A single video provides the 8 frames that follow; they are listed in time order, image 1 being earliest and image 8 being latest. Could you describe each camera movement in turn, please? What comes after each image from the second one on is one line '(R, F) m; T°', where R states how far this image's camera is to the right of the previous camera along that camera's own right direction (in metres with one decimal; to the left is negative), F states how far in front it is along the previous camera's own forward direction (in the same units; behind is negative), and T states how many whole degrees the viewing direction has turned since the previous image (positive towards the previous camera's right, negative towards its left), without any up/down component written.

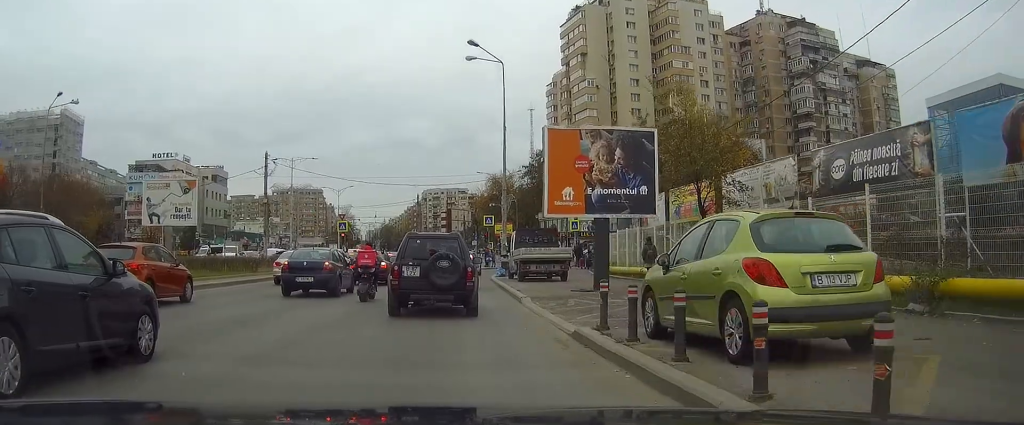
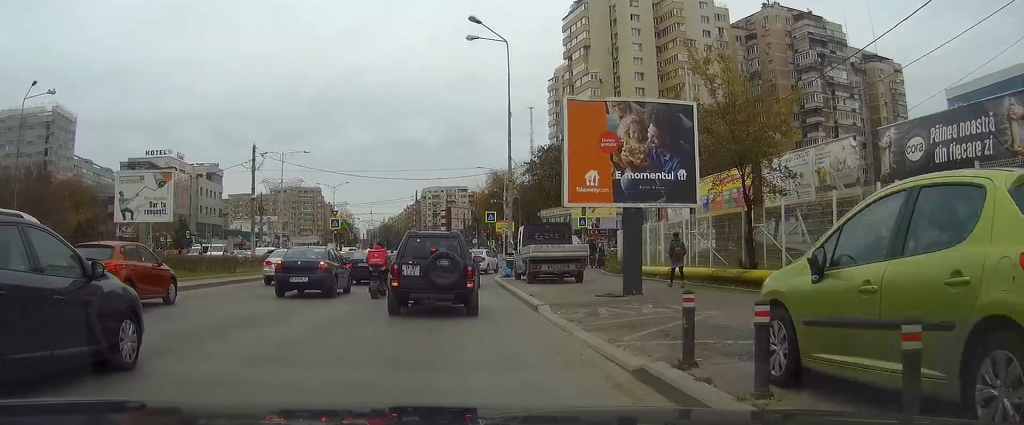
(0.0, +3.8) m; 0°
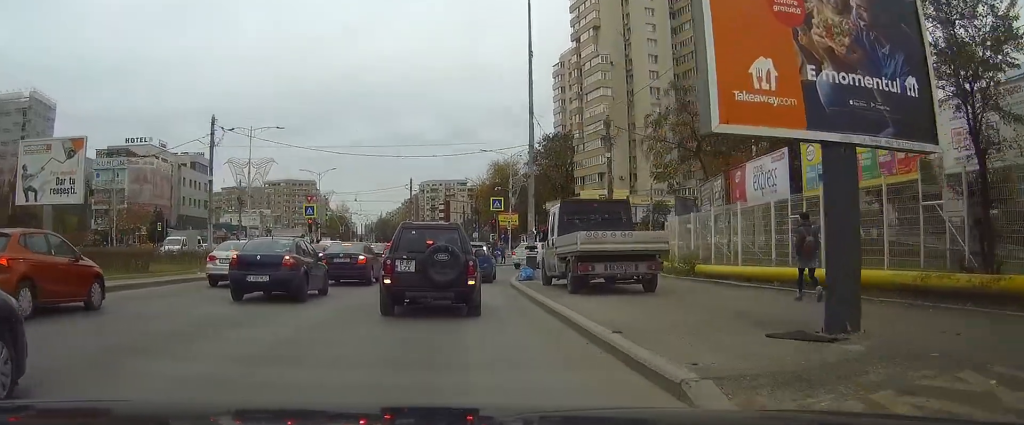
(0.0, +9.7) m; 0°
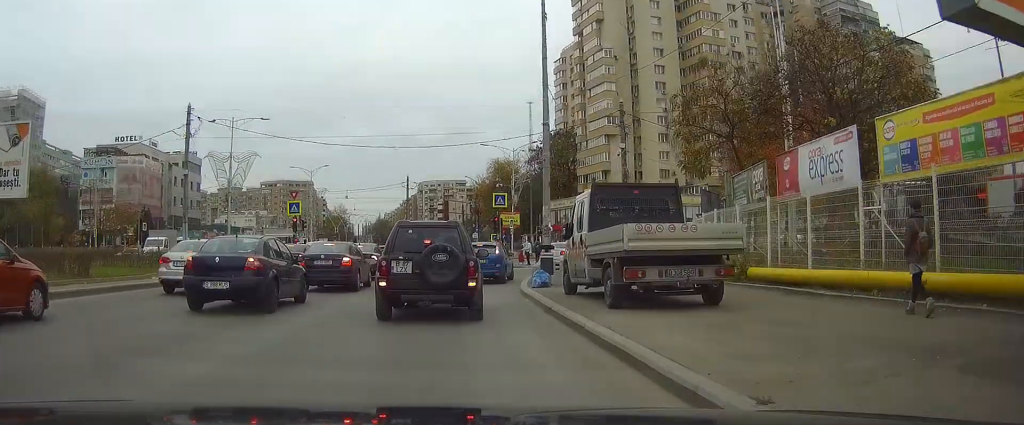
(0.0, +4.3) m; 0°
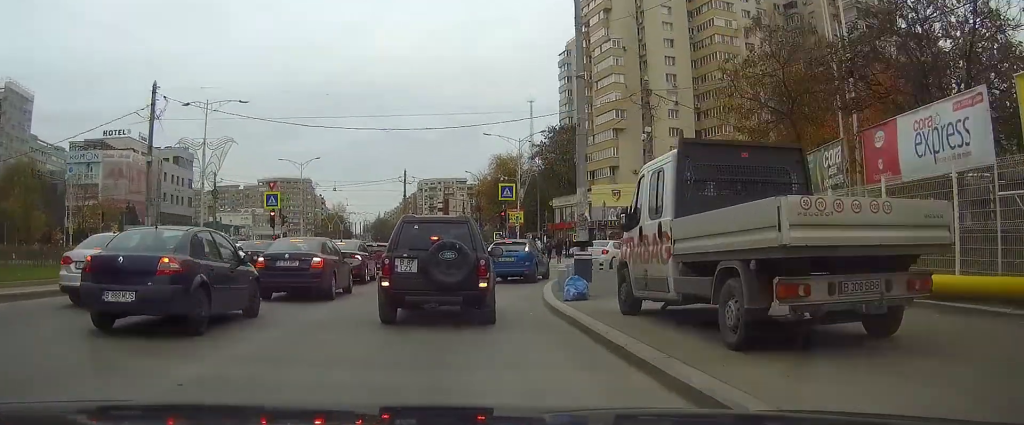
(0.0, +5.6) m; 0°
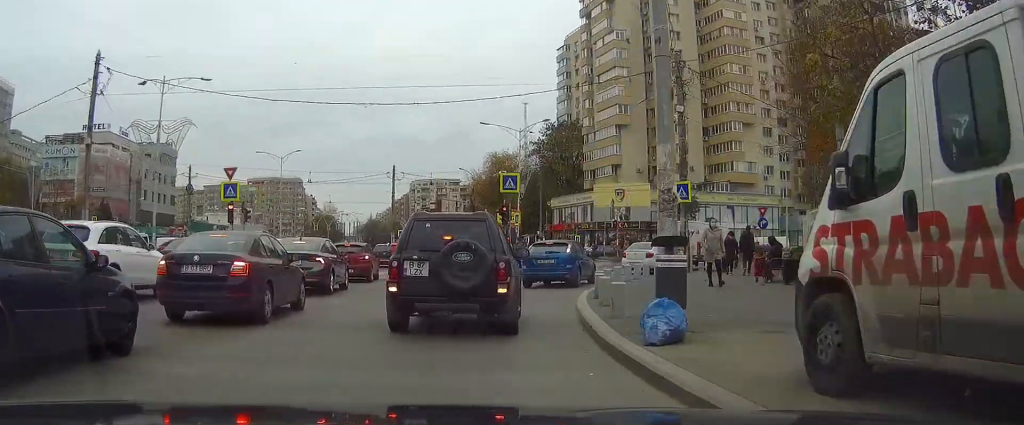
(0.0, +6.6) m; +1°
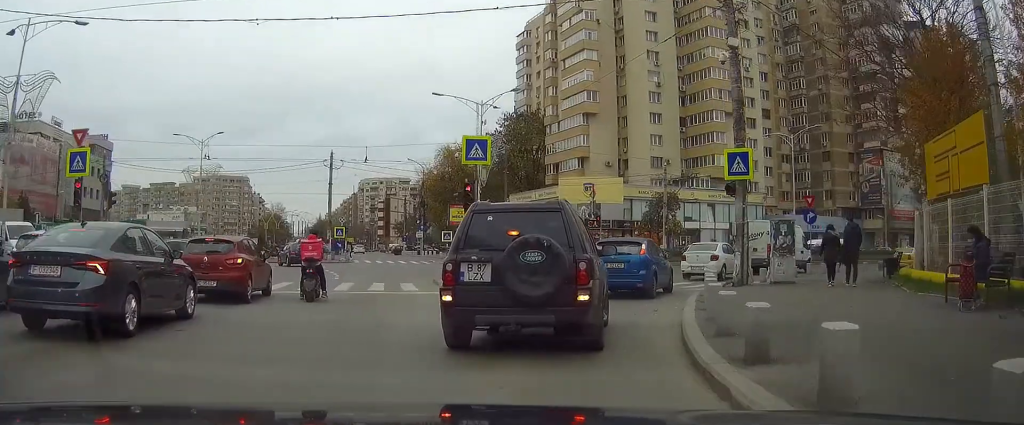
(+0.3, +11.1) m; +5°
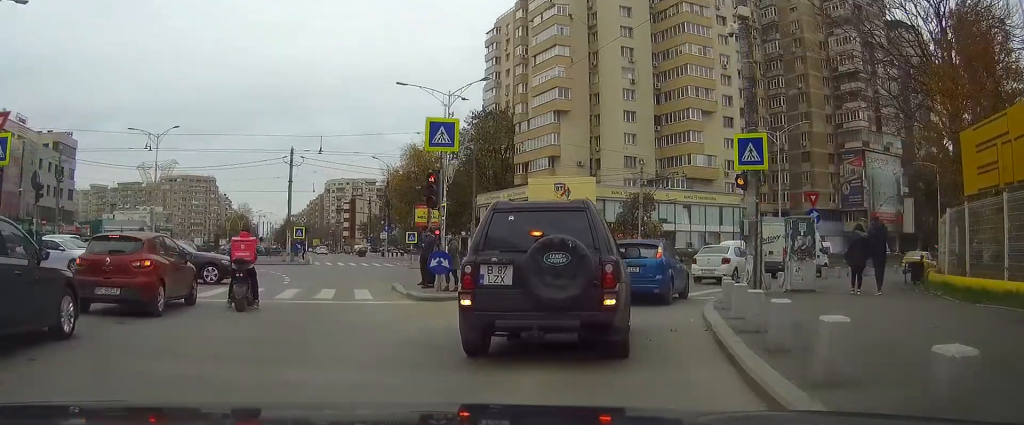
(0.0, +3.4) m; +3°
